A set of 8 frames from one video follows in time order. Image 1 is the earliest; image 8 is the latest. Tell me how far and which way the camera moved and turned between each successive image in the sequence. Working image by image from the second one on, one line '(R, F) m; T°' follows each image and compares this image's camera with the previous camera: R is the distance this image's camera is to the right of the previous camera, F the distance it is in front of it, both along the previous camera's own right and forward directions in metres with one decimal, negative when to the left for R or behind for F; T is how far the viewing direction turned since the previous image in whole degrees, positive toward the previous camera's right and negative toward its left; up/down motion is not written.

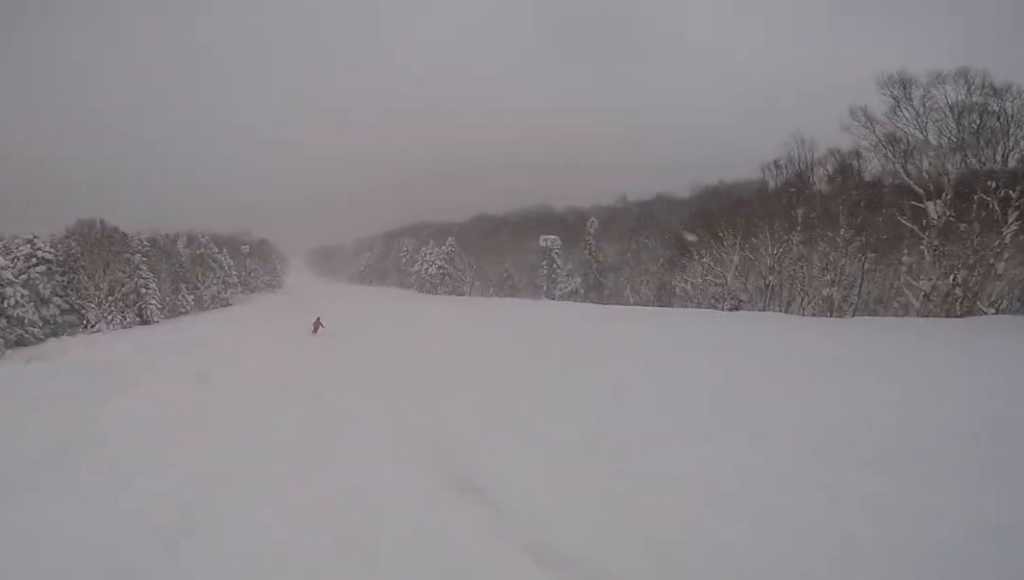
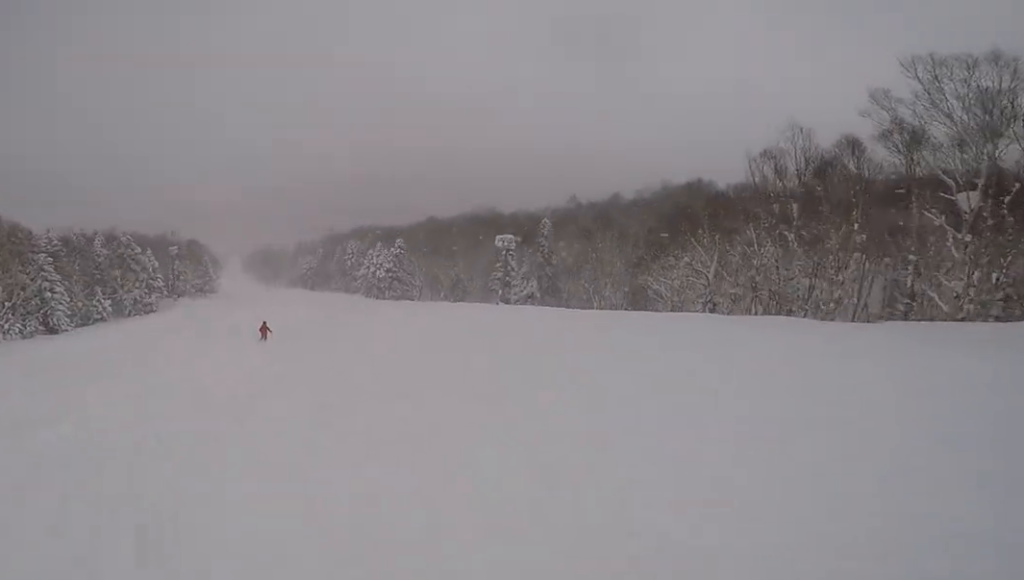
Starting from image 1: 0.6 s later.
(+0.2, +4.9) m; +3°
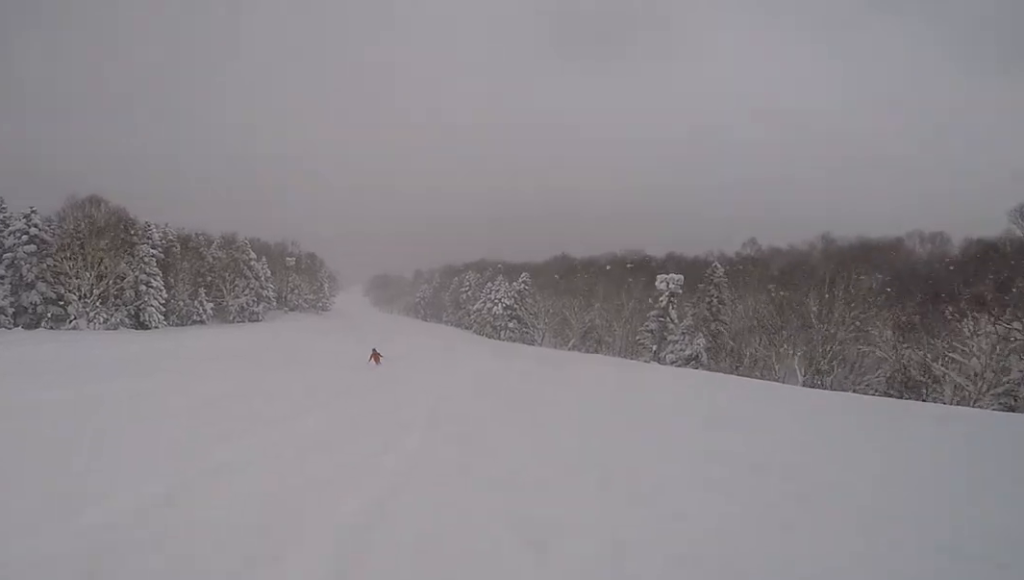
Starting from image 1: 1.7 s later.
(+0.4, +9.5) m; -2°
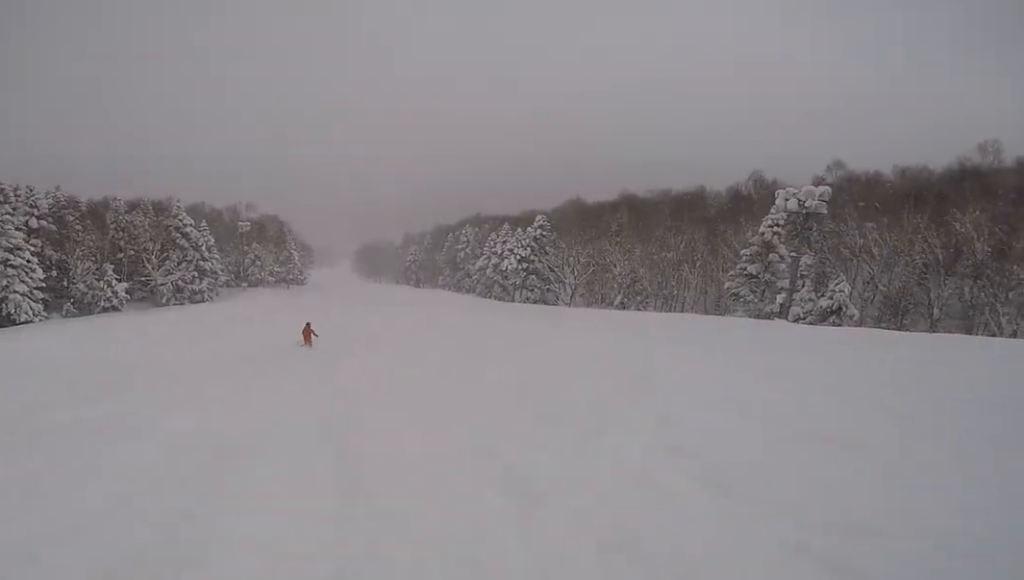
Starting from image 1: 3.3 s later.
(-1.0, +16.0) m; -4°
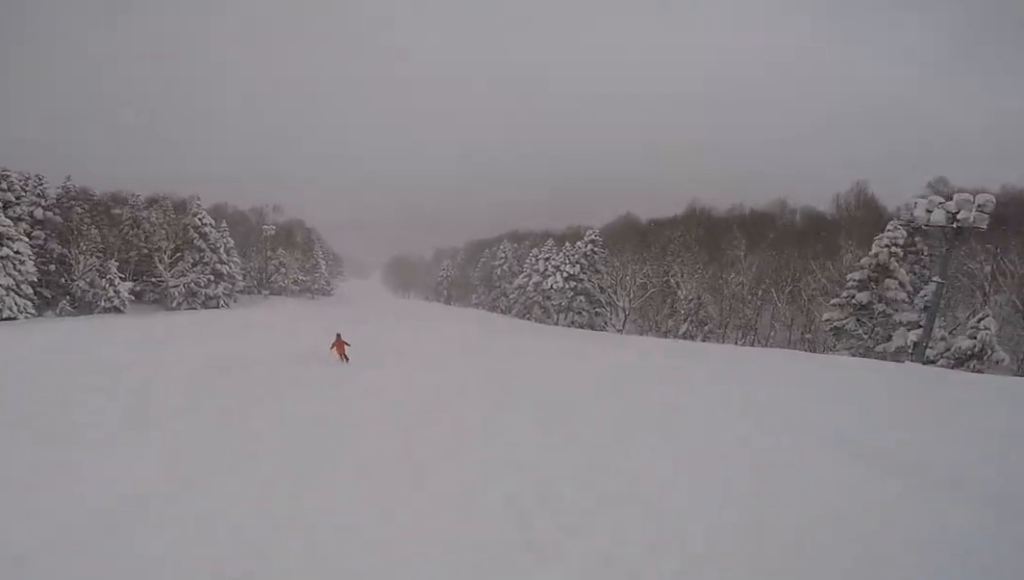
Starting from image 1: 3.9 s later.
(0.0, +5.5) m; -2°
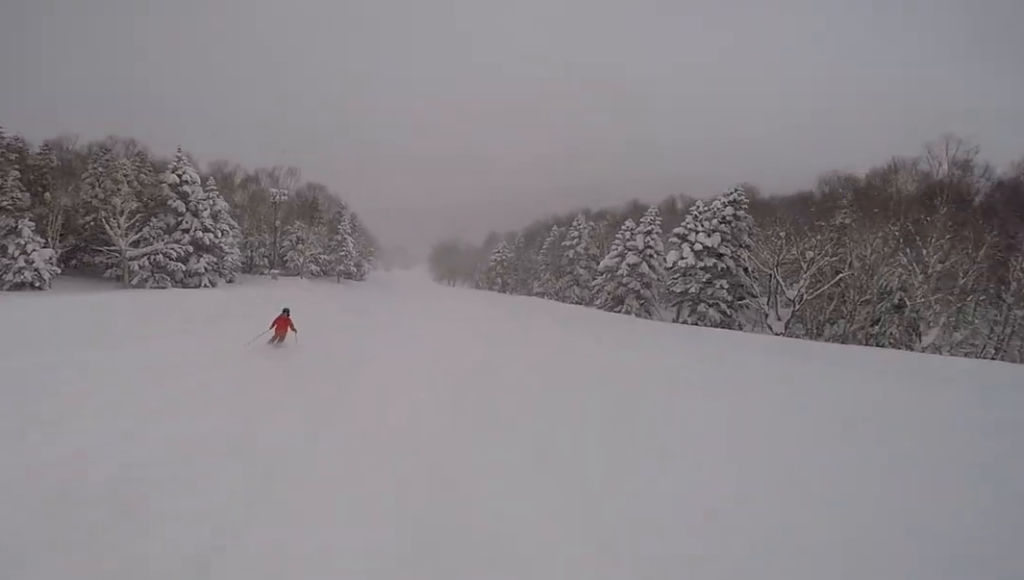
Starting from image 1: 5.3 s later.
(-0.8, +15.0) m; -2°
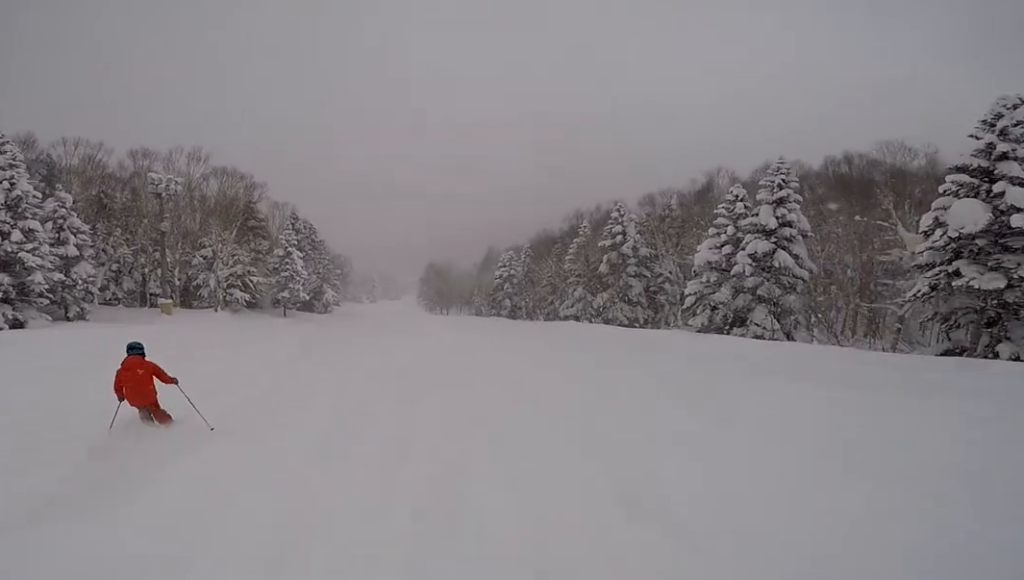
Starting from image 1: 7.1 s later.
(+0.1, +19.7) m; -3°
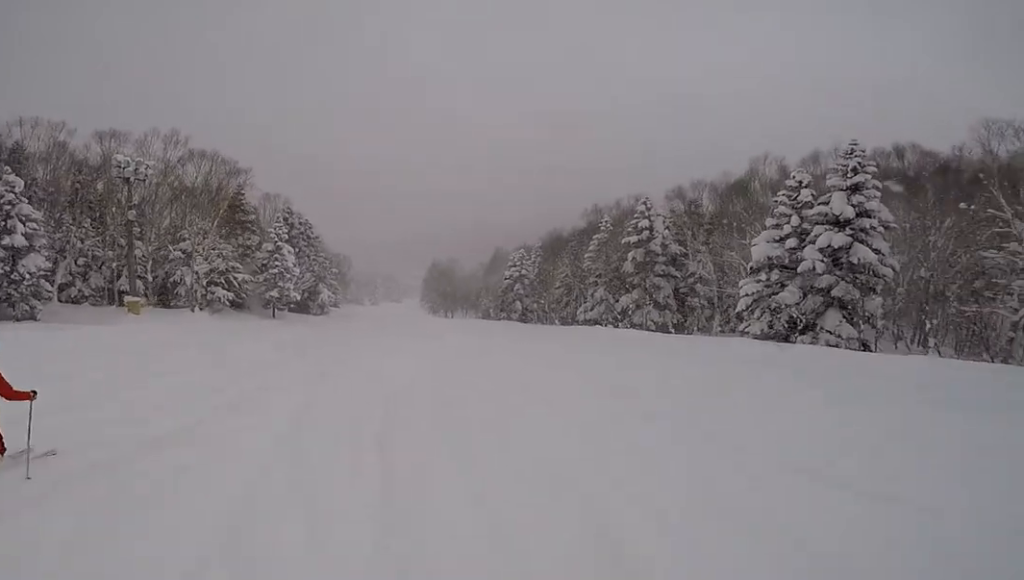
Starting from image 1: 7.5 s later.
(-0.1, +4.6) m; -1°
